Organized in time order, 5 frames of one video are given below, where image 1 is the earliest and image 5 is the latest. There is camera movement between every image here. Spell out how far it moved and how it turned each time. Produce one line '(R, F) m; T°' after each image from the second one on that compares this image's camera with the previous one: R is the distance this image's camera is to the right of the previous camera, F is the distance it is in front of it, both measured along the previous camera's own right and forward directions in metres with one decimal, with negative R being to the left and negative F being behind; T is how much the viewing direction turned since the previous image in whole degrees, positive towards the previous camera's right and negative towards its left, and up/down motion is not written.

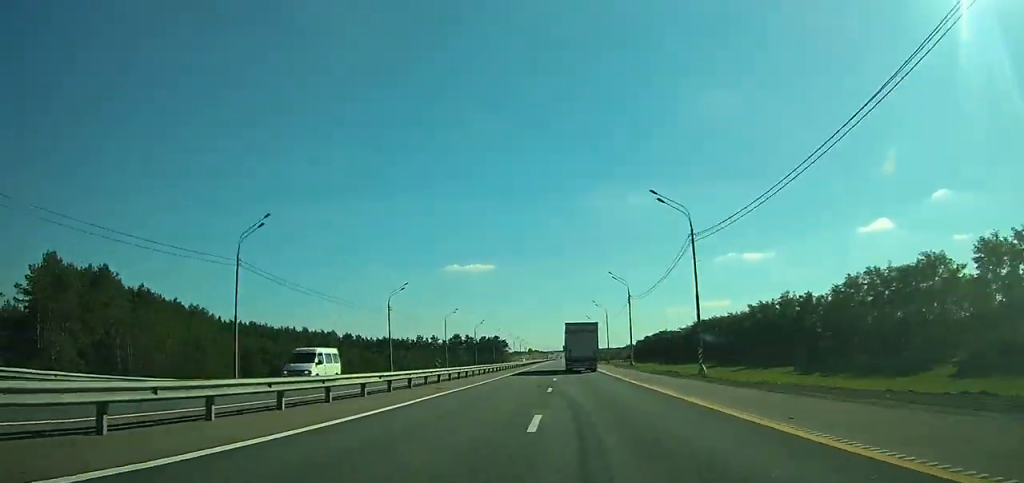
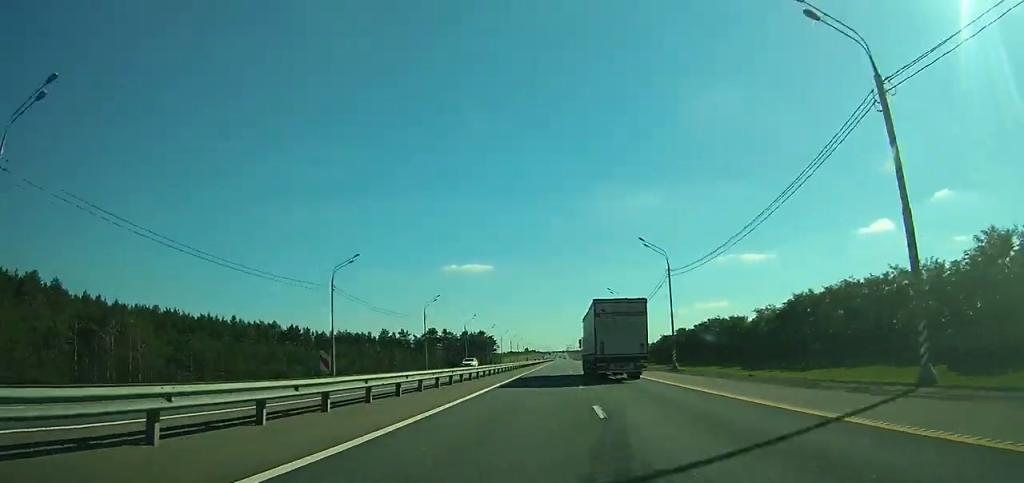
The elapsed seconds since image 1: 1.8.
(-0.2, +55.6) m; 0°
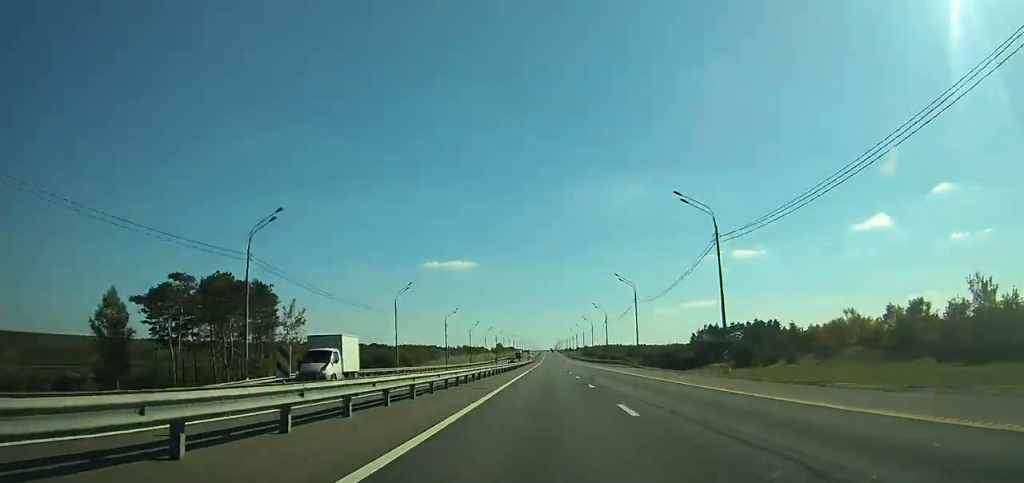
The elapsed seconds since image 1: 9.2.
(+2.1, +235.7) m; +1°
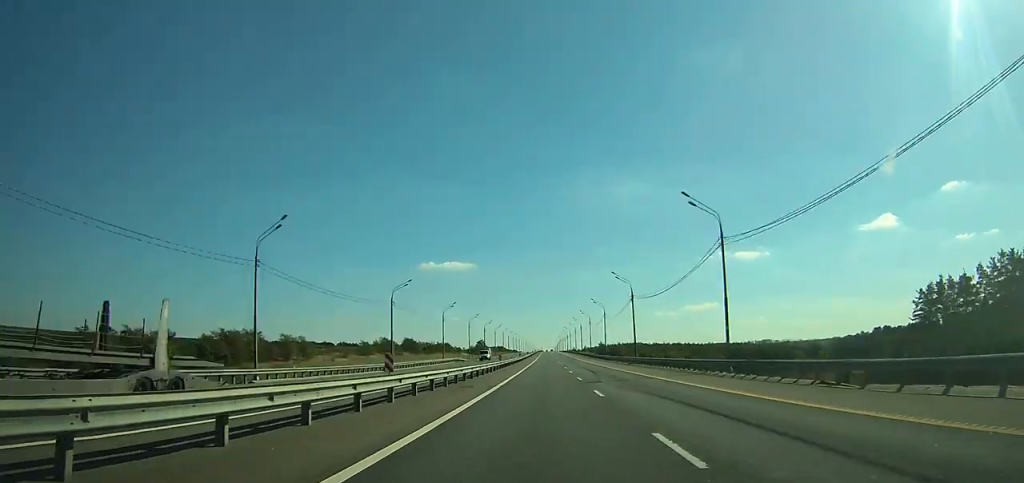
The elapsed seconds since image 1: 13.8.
(+0.1, +150.2) m; 0°
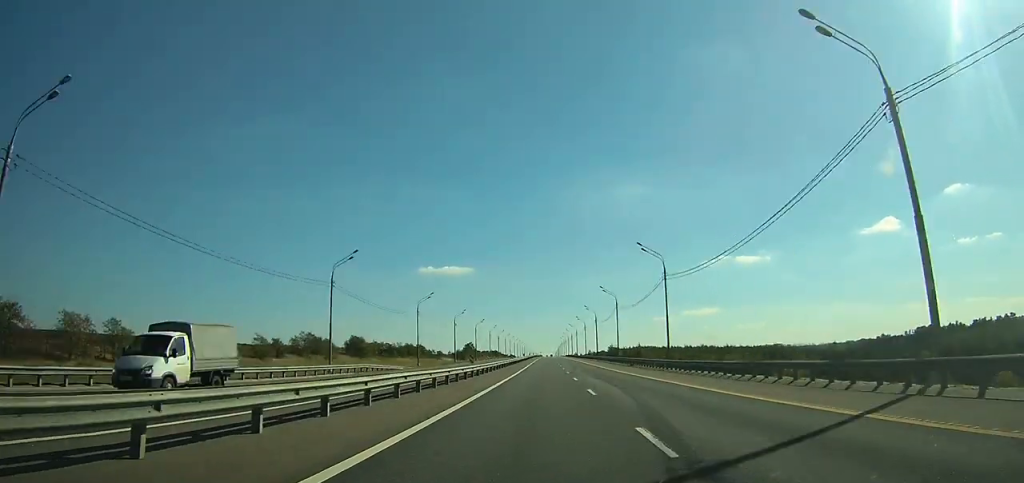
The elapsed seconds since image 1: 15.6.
(0.0, +57.5) m; 0°
